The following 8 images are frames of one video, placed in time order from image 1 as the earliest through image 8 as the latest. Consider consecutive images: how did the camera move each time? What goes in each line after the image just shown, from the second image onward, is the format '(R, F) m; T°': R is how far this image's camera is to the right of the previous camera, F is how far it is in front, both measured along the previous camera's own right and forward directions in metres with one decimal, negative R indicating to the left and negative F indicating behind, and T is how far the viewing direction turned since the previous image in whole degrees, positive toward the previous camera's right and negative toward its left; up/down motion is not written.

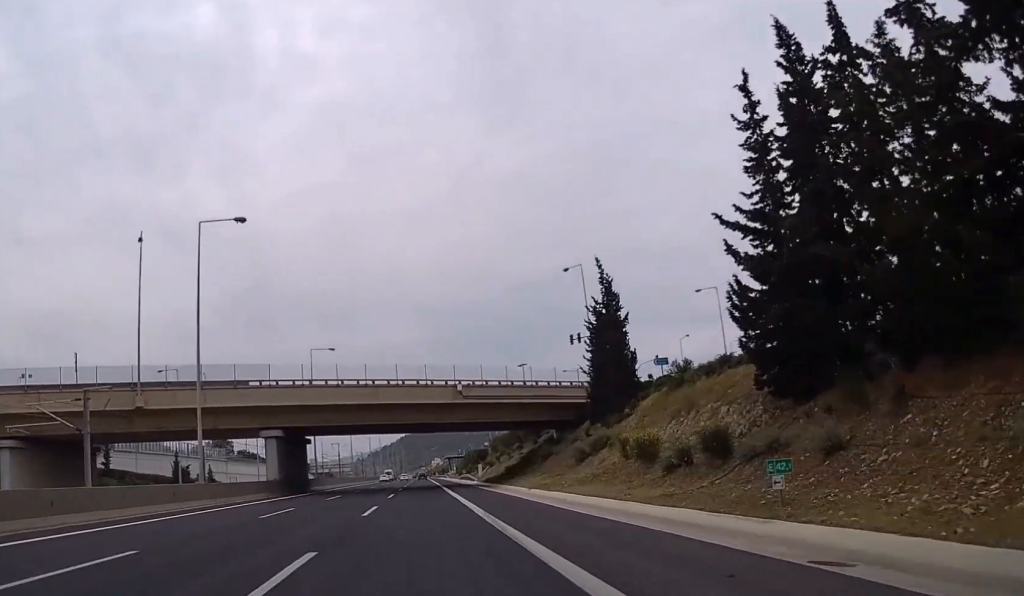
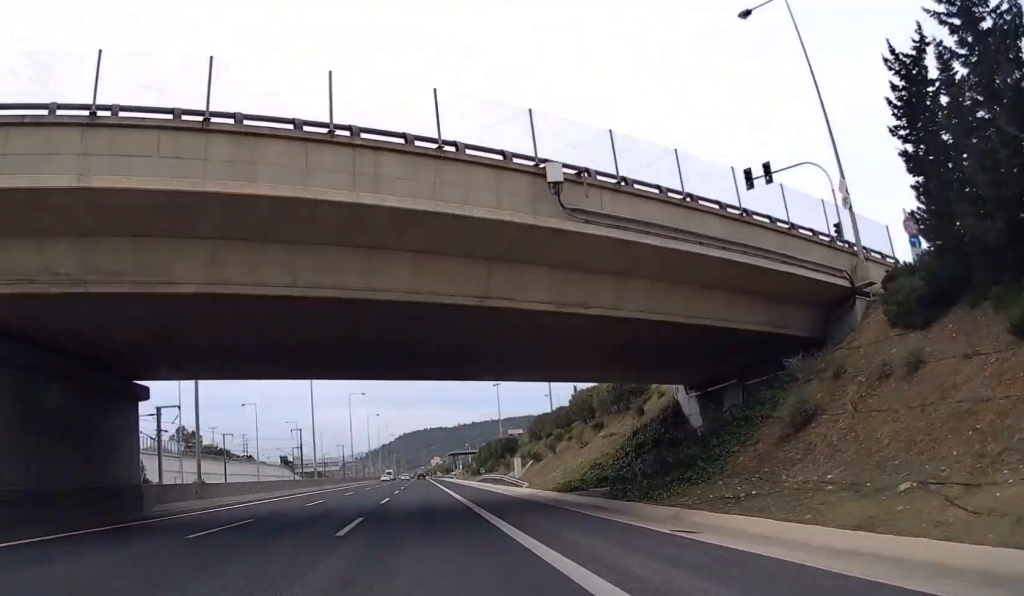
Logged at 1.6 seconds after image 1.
(+0.2, +44.3) m; 0°
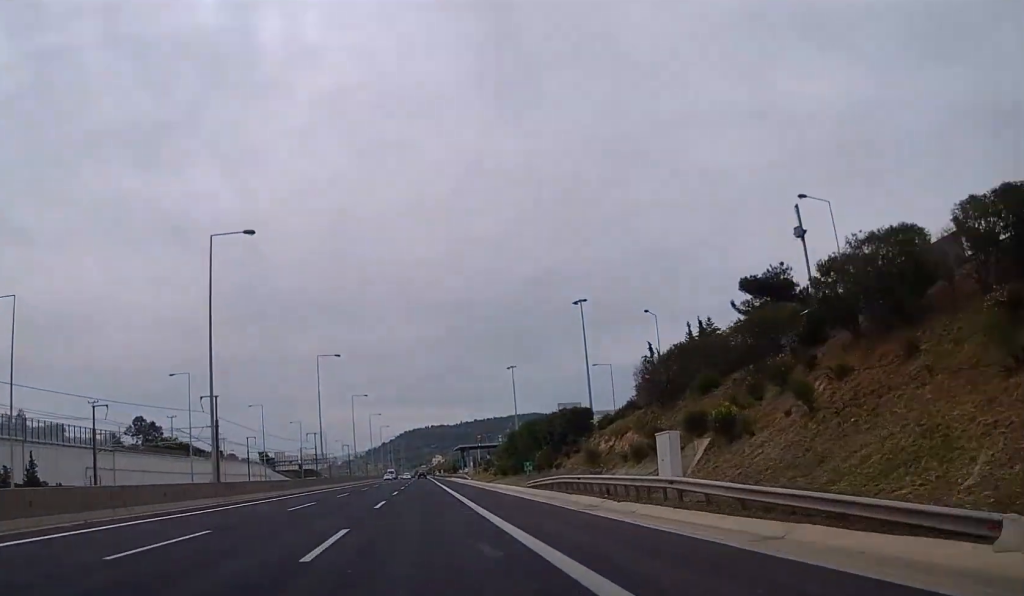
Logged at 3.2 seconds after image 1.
(-0.2, +41.6) m; 0°
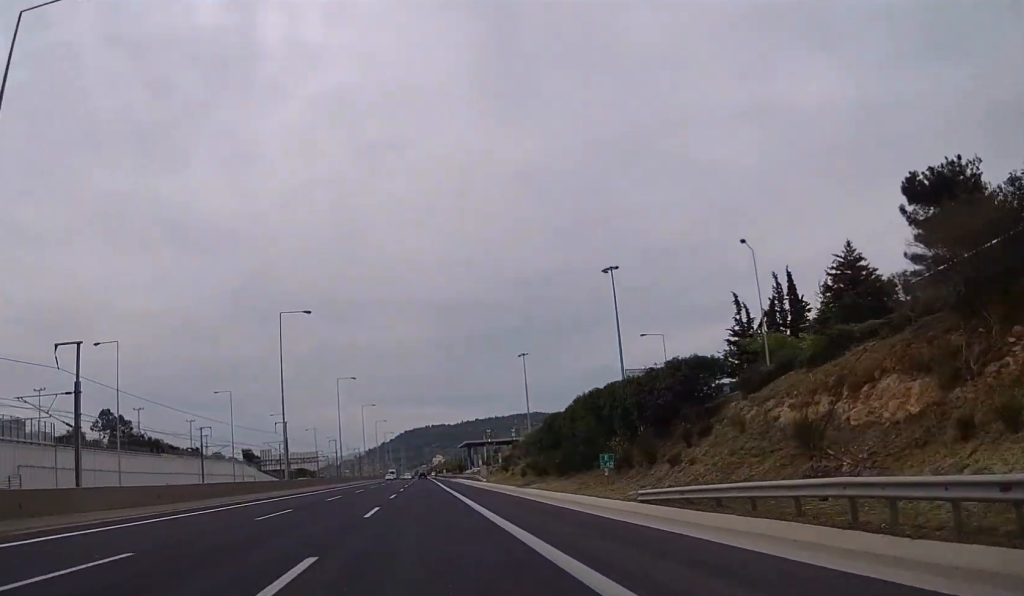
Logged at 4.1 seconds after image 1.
(+0.1, +24.3) m; 0°
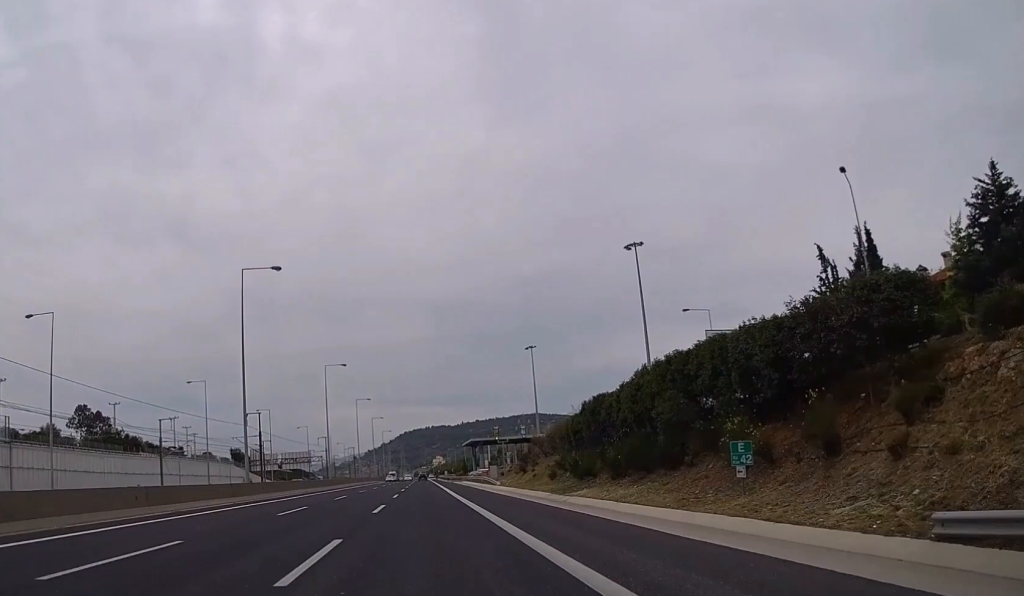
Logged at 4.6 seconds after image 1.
(0.0, +14.4) m; 0°
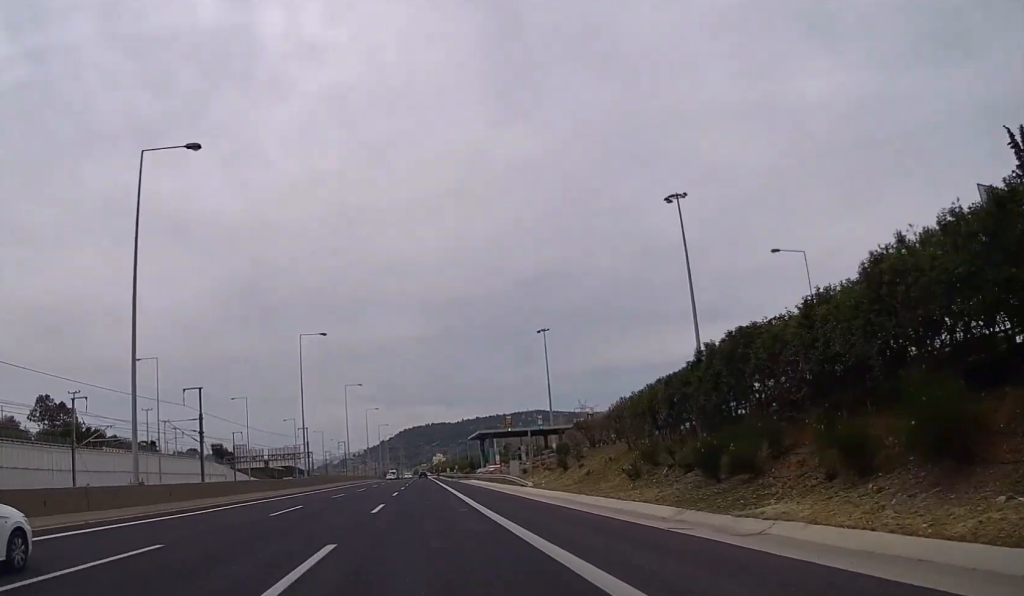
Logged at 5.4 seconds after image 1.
(-0.1, +20.7) m; 0°
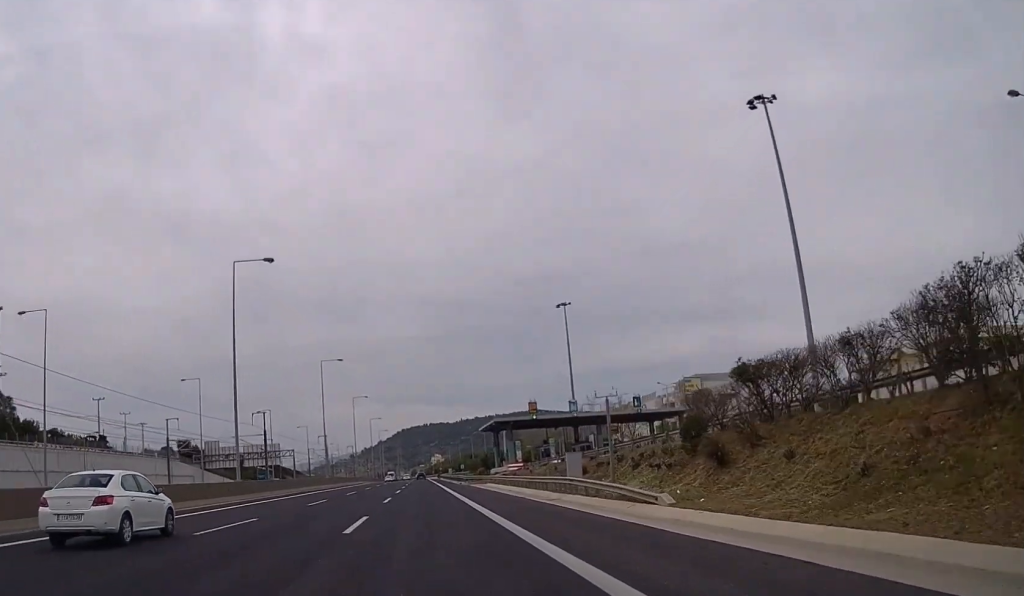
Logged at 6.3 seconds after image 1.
(+0.1, +26.1) m; 0°
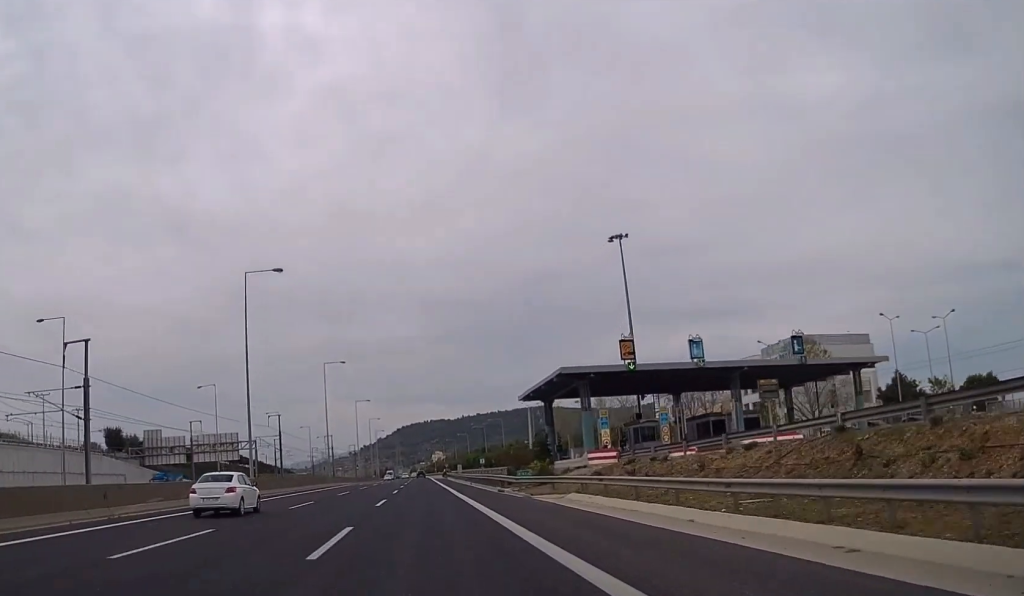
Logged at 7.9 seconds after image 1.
(+0.1, +41.7) m; 0°
